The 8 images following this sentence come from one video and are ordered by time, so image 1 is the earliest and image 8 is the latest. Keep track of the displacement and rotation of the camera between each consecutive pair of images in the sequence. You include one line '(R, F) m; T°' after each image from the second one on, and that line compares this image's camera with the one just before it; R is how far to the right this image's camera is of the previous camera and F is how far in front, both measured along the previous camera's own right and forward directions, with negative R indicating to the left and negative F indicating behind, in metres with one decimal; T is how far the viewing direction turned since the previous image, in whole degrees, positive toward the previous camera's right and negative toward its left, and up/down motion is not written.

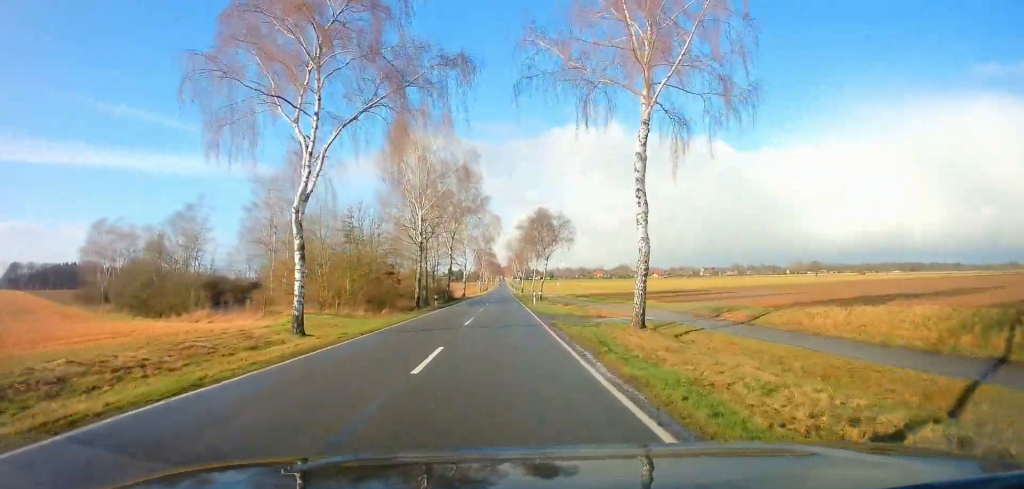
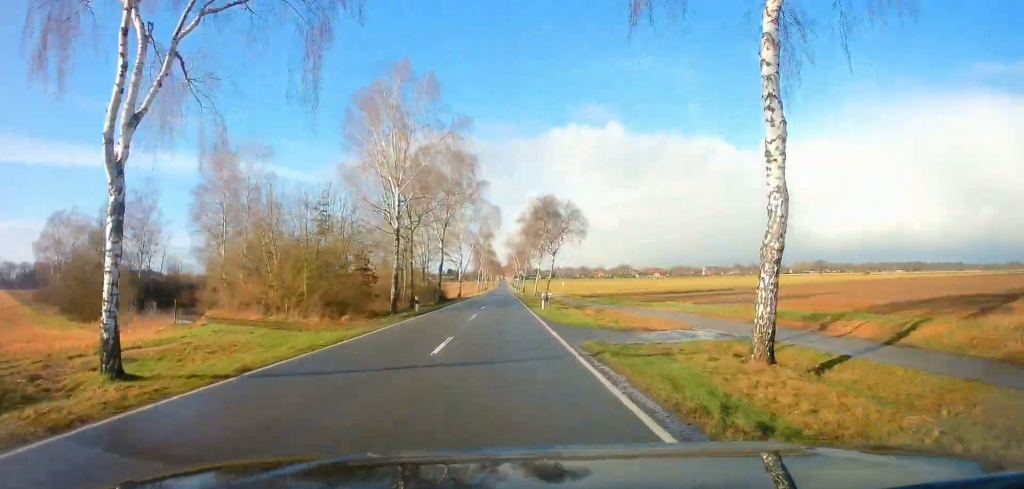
(0.0, +9.5) m; 0°
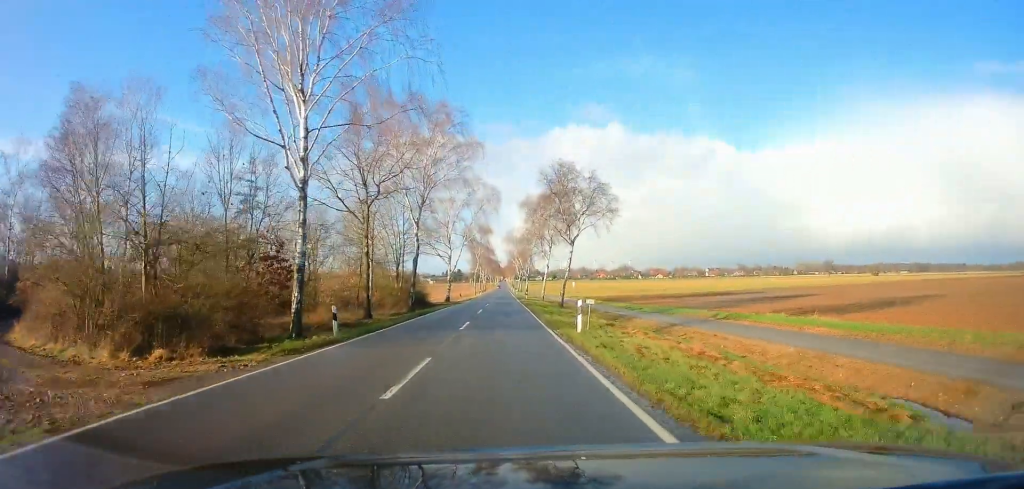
(0.0, +16.3) m; 0°
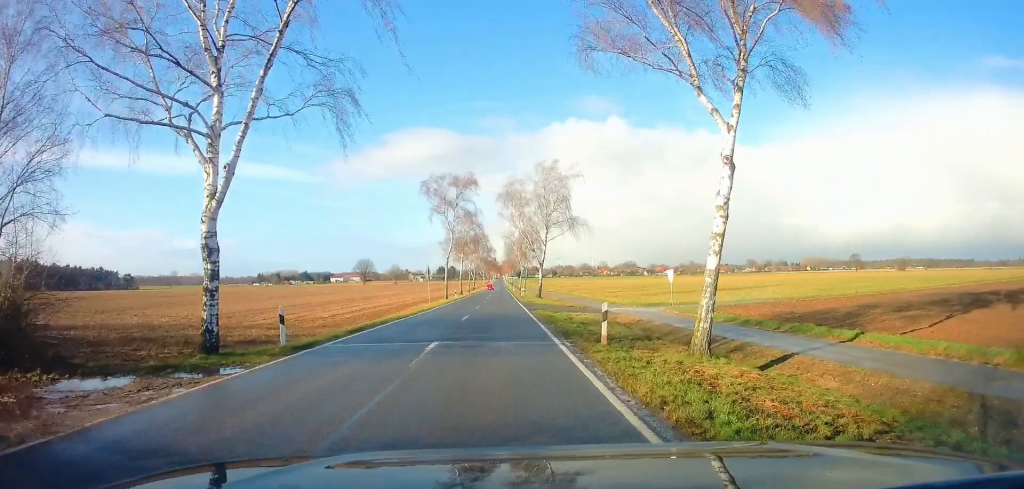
(-0.1, +53.8) m; +1°
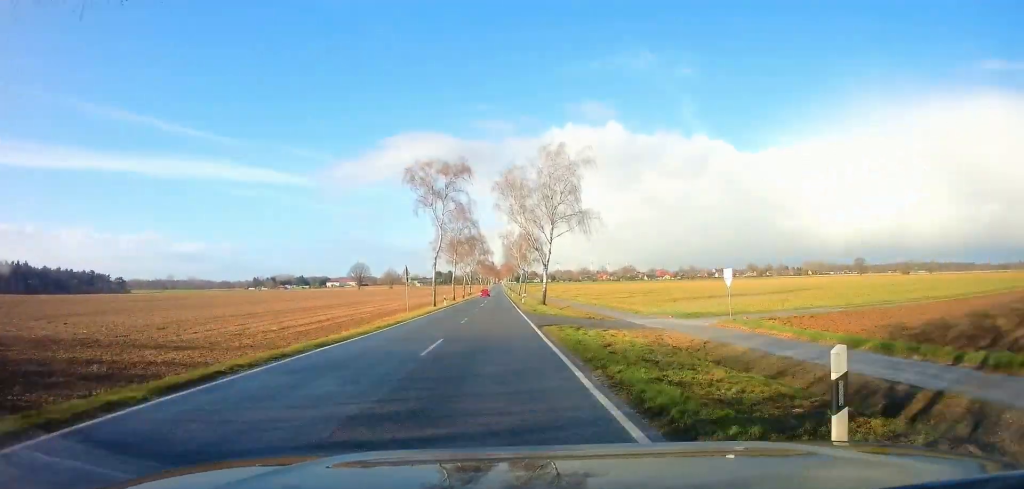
(0.0, +10.0) m; 0°
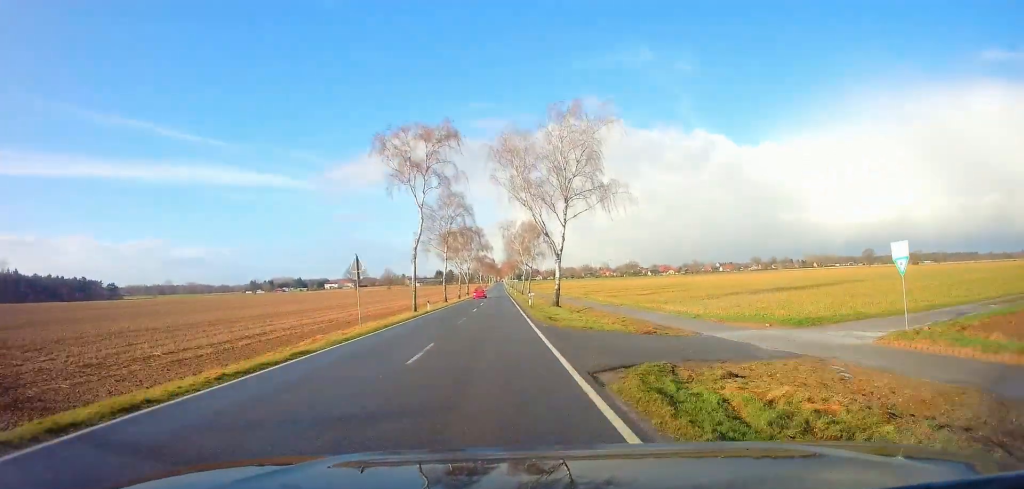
(+0.1, +13.0) m; 0°
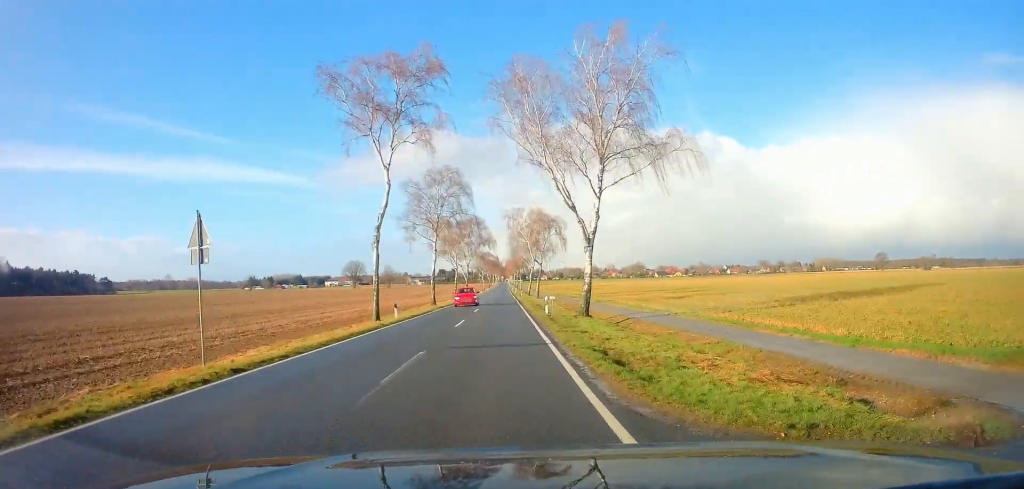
(0.0, +14.1) m; 0°
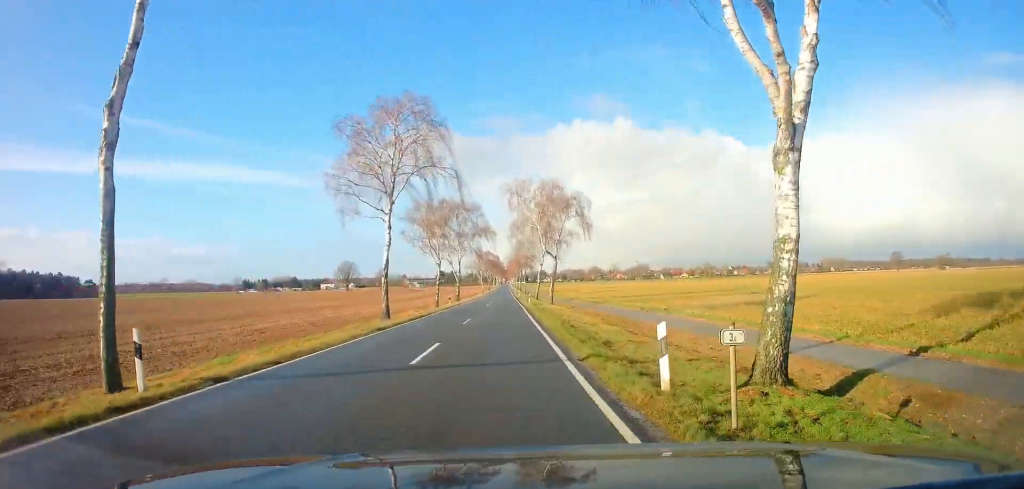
(-0.2, +21.1) m; -1°
